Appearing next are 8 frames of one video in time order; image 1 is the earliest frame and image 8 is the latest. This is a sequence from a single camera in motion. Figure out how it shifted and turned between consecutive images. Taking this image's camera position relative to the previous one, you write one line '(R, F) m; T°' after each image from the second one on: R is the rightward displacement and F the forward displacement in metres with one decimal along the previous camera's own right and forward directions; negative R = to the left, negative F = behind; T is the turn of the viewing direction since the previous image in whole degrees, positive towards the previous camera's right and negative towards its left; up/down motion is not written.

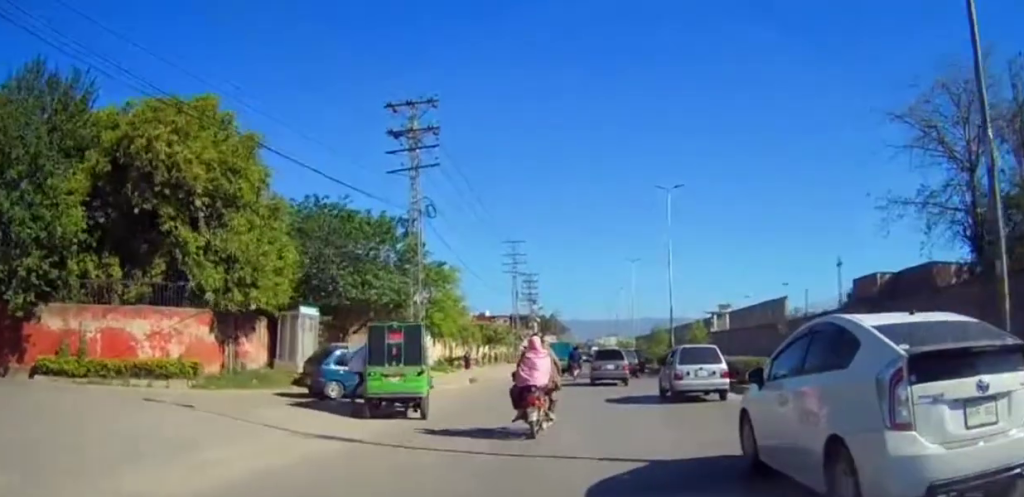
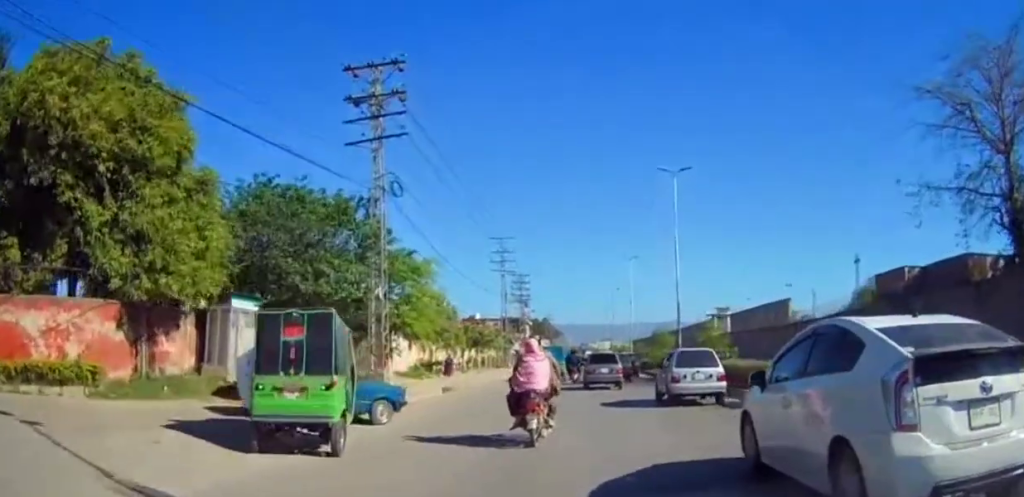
(+0.1, +4.8) m; +1°
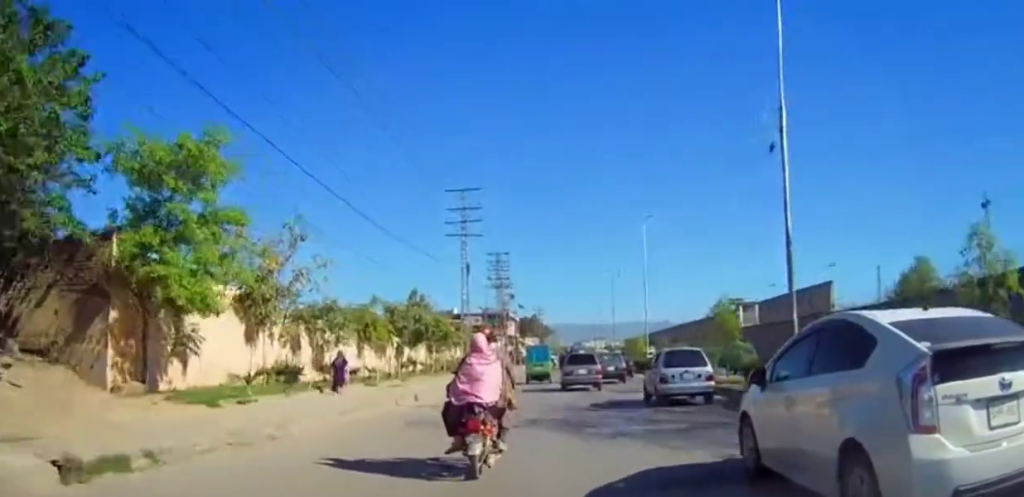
(+0.5, +18.4) m; +2°
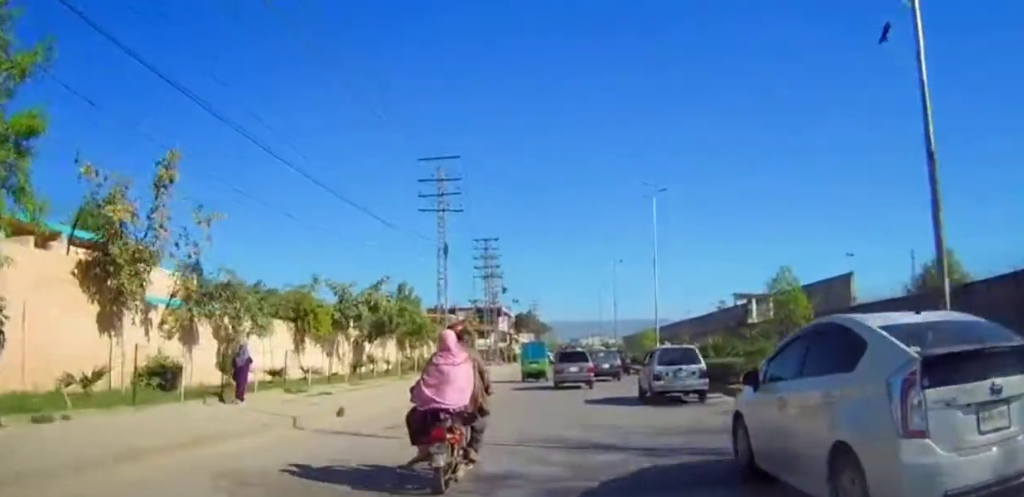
(0.0, +7.0) m; 0°
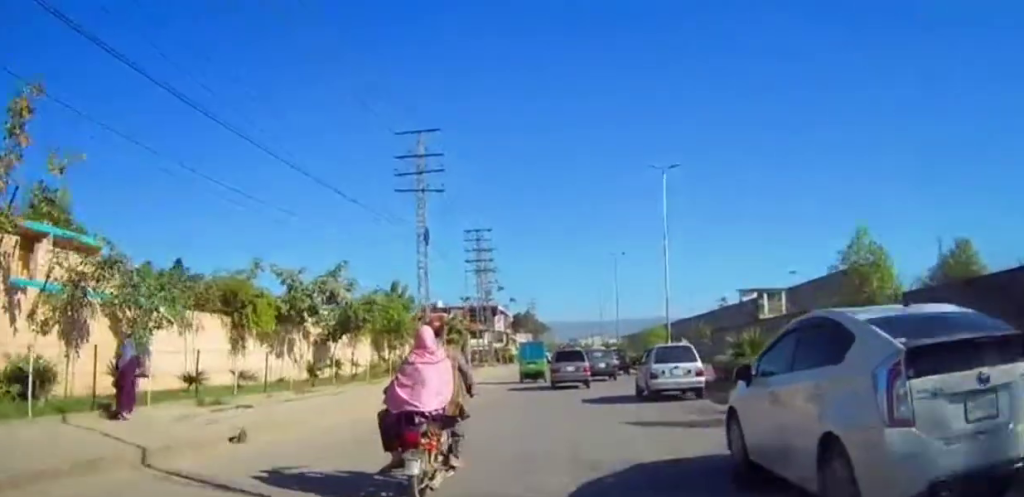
(0.0, +4.8) m; 0°
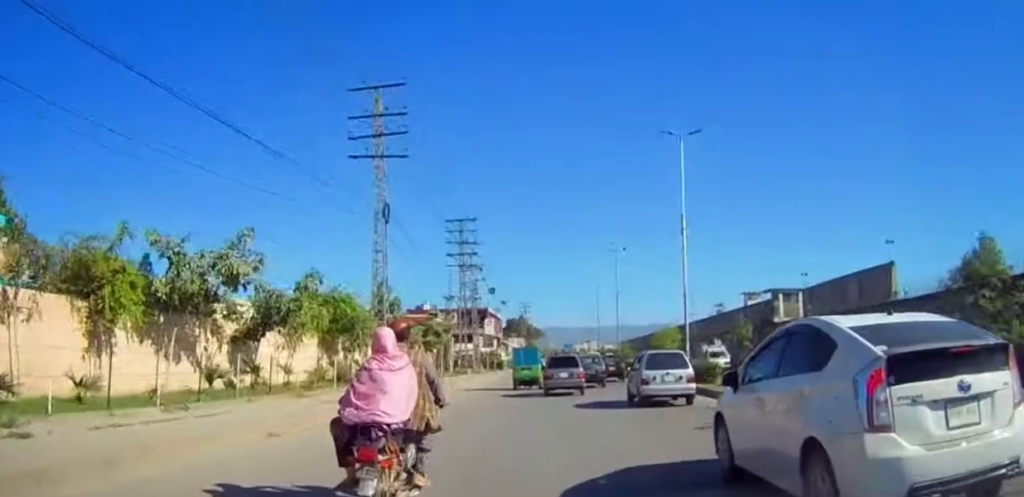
(0.0, +6.6) m; 0°
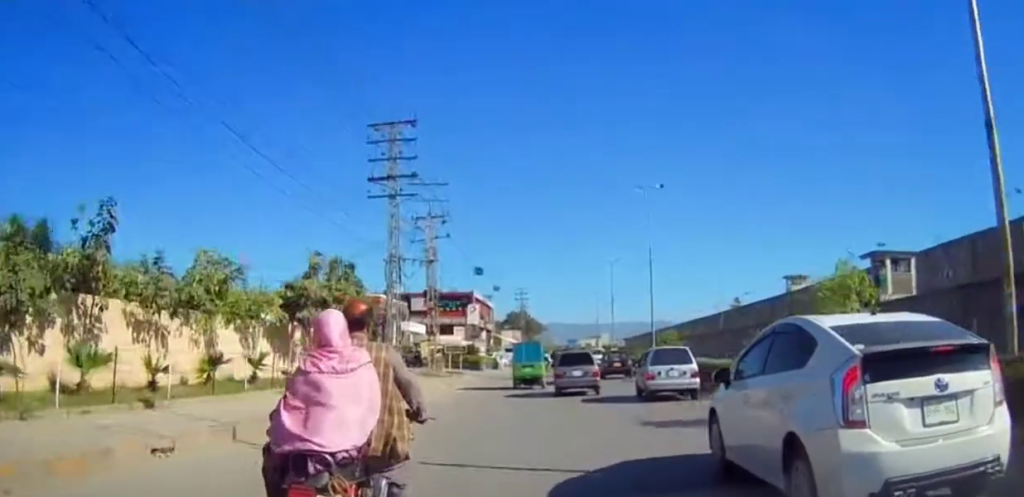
(-0.6, +21.0) m; -3°
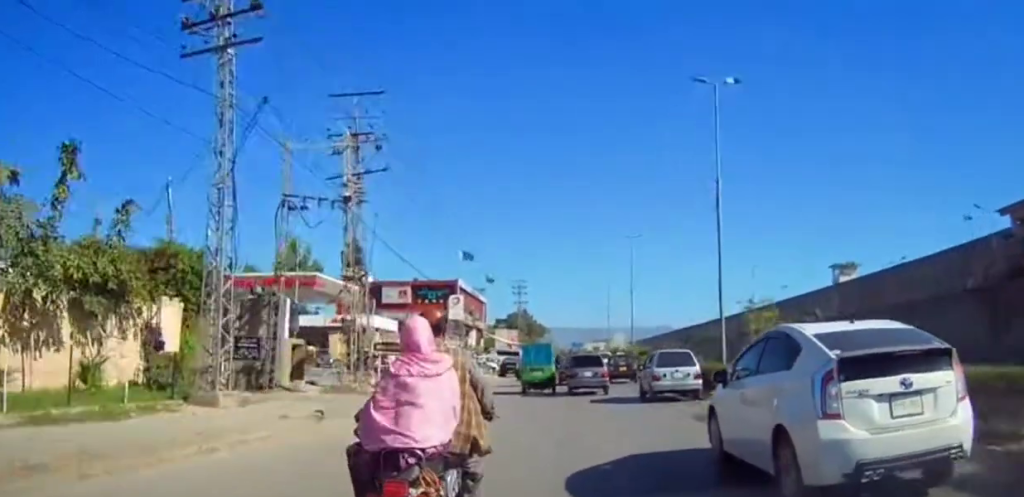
(+0.4, +15.9) m; +2°
